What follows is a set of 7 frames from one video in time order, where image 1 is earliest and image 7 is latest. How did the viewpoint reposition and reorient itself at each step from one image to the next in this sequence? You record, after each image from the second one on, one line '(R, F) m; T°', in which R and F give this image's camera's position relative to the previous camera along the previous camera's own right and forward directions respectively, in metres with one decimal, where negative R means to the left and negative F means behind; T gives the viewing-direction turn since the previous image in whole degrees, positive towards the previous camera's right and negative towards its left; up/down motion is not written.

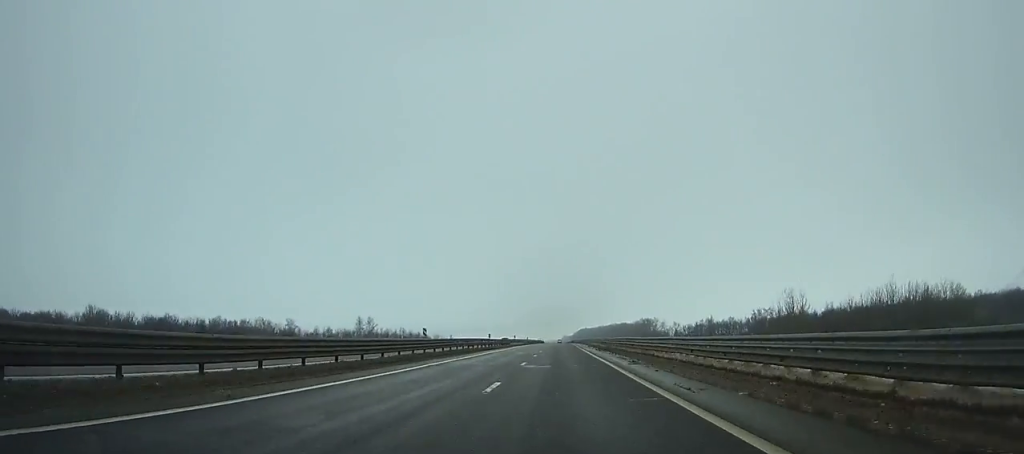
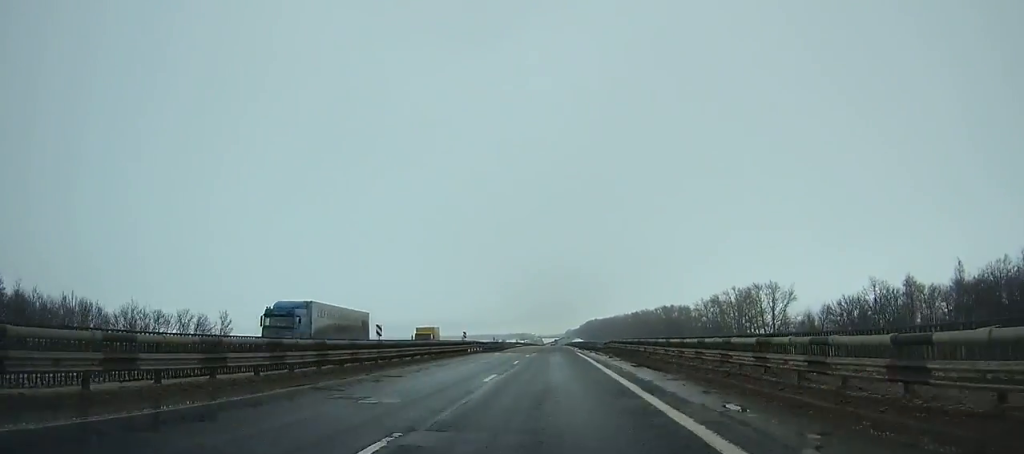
(+0.5, +200.1) m; 0°
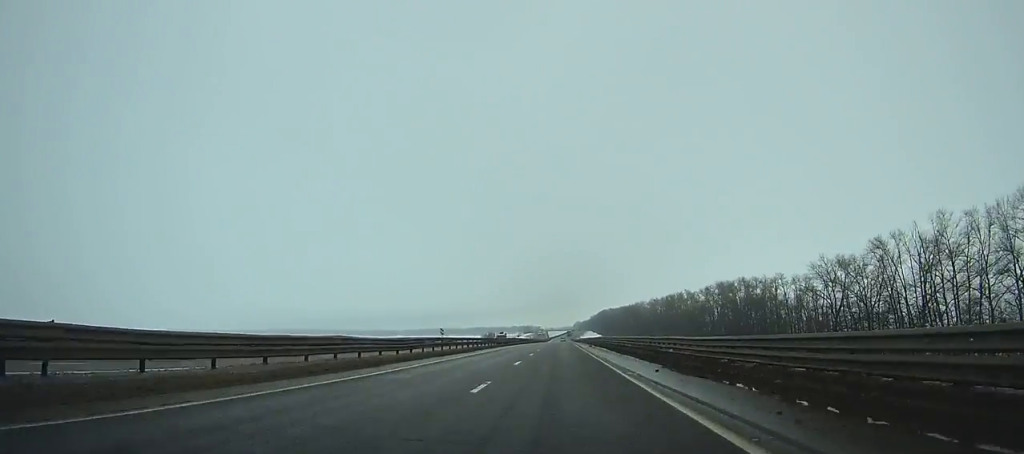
(-0.4, +101.6) m; 0°
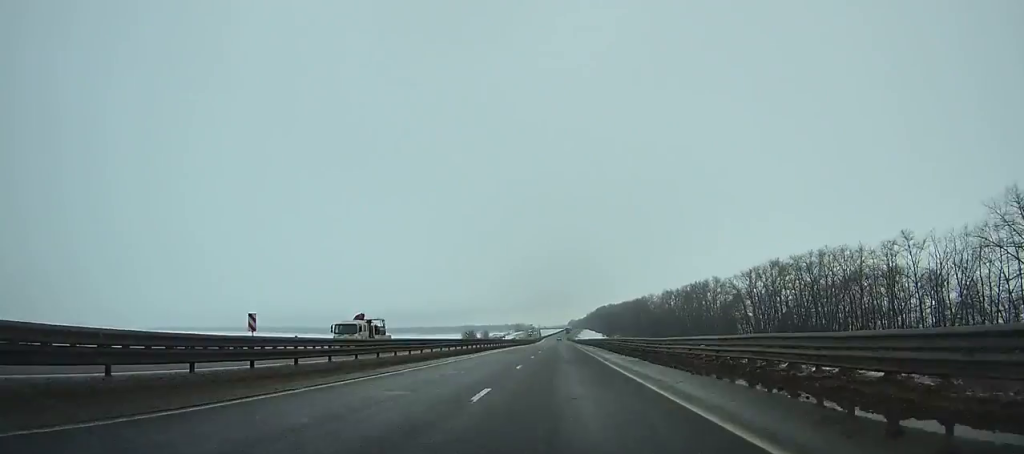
(0.0, +61.4) m; 0°
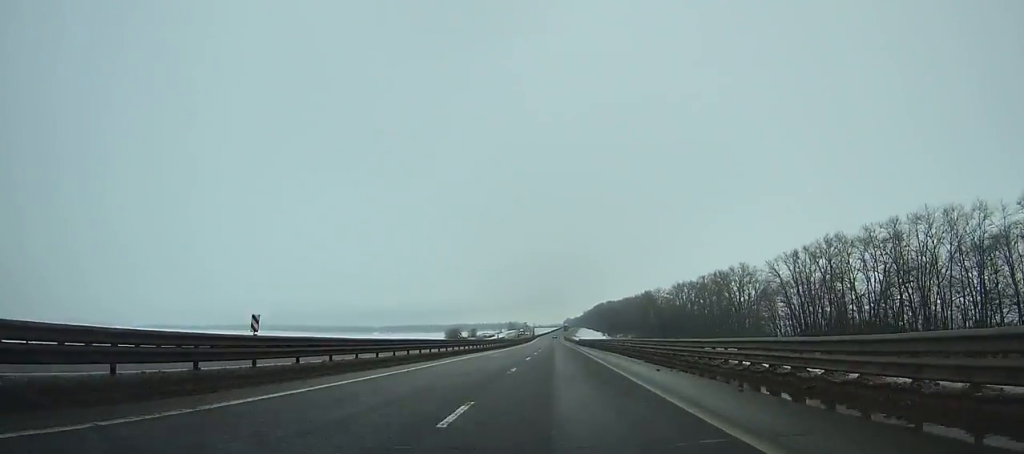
(+0.2, +40.1) m; 0°
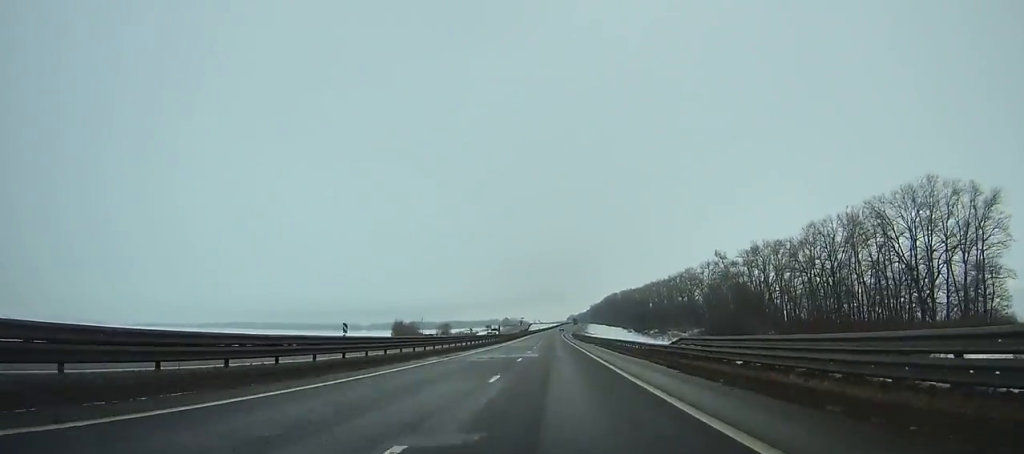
(-0.1, +98.5) m; 0°
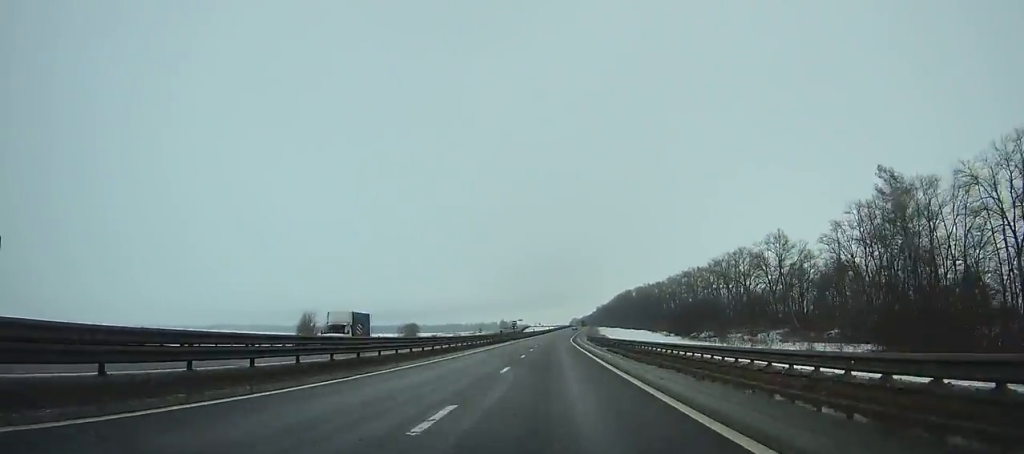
(-0.3, +67.0) m; 0°
